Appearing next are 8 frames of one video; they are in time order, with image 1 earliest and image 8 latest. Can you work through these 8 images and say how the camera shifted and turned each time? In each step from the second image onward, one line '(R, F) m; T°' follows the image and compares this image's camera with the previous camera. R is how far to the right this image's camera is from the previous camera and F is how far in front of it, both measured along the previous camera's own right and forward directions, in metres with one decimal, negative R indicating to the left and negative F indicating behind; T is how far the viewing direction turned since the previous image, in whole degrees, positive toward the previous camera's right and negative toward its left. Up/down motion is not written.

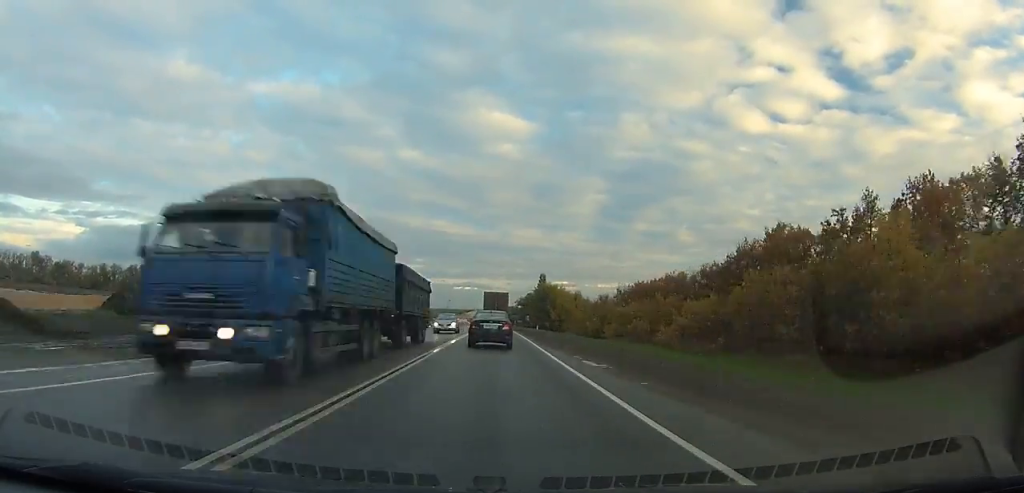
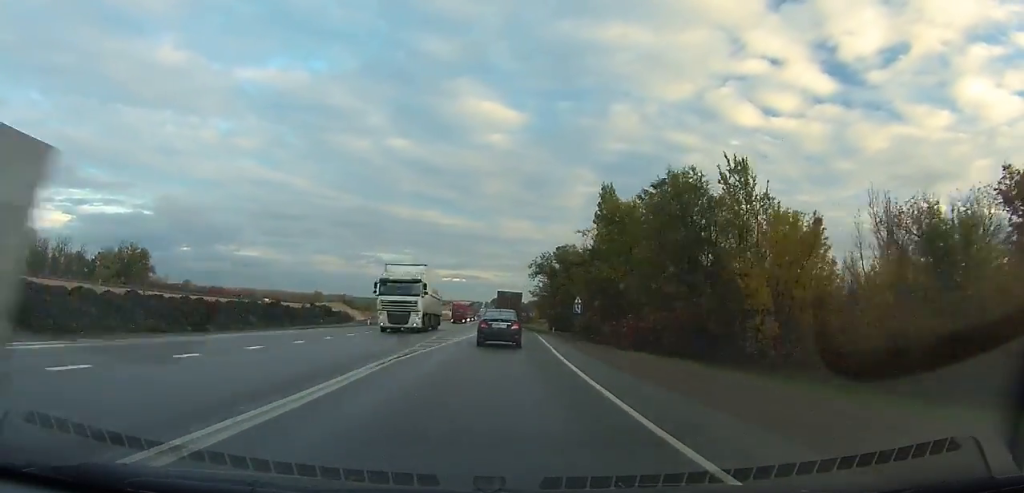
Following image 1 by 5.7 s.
(+0.3, +115.7) m; +1°
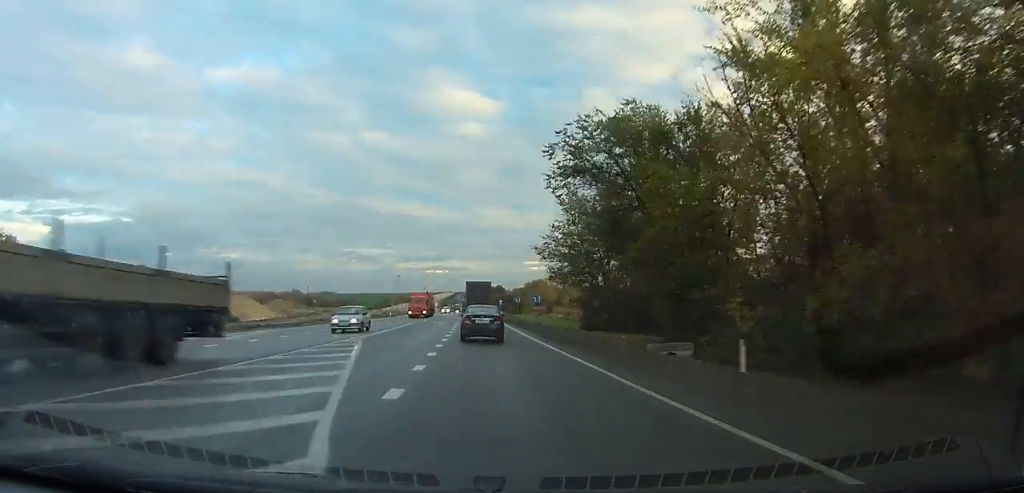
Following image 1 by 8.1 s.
(+0.2, +50.4) m; +1°
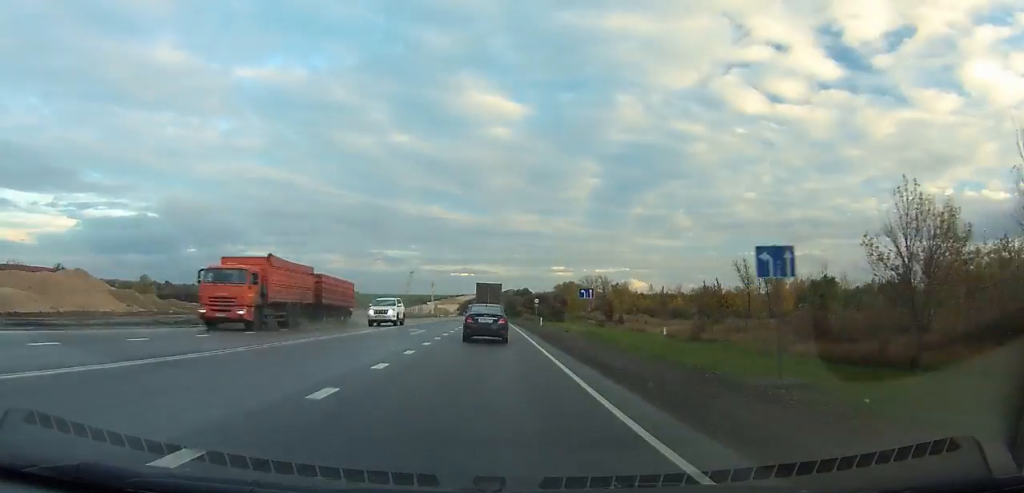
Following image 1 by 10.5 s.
(+0.9, +51.0) m; 0°
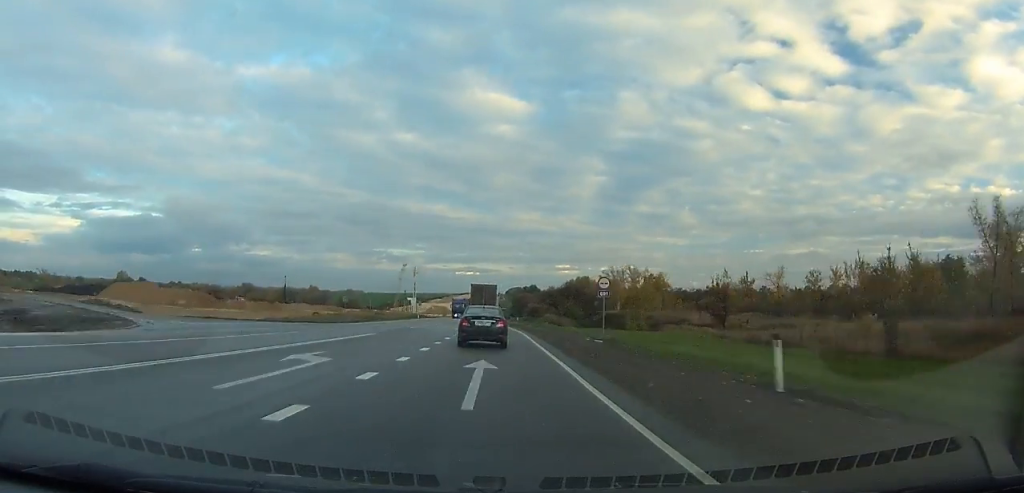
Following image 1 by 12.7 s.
(-0.9, +46.5) m; -1°
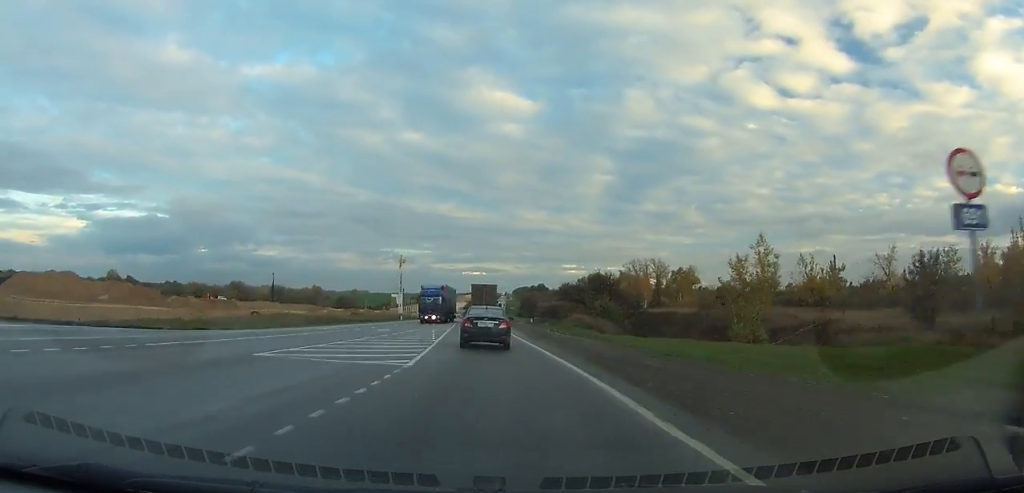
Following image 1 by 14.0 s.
(-0.2, +27.4) m; -1°
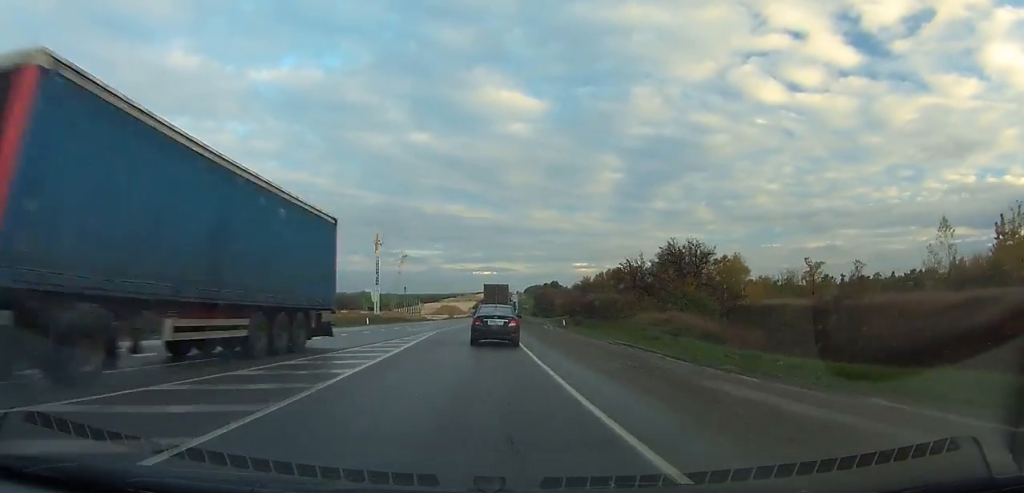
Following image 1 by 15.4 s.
(-0.3, +29.1) m; -1°
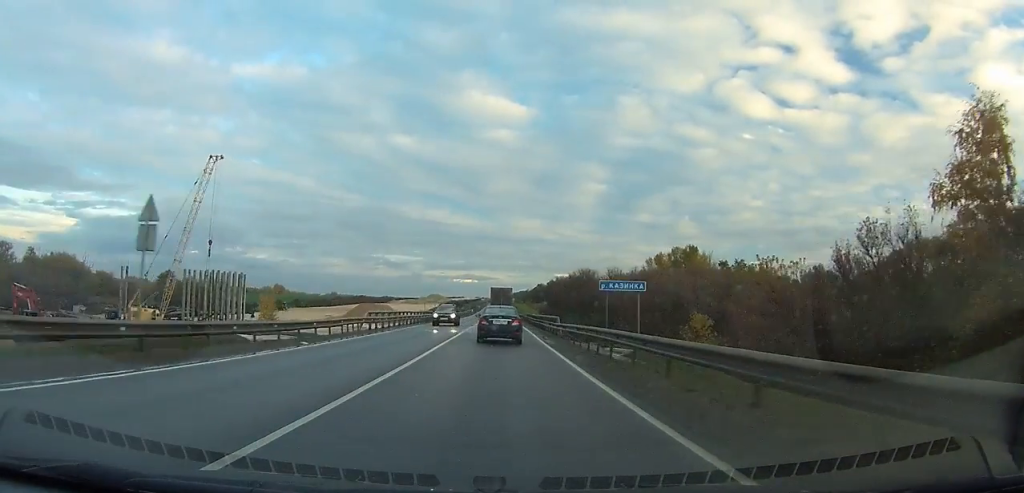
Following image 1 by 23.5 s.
(+0.9, +168.2) m; +1°
